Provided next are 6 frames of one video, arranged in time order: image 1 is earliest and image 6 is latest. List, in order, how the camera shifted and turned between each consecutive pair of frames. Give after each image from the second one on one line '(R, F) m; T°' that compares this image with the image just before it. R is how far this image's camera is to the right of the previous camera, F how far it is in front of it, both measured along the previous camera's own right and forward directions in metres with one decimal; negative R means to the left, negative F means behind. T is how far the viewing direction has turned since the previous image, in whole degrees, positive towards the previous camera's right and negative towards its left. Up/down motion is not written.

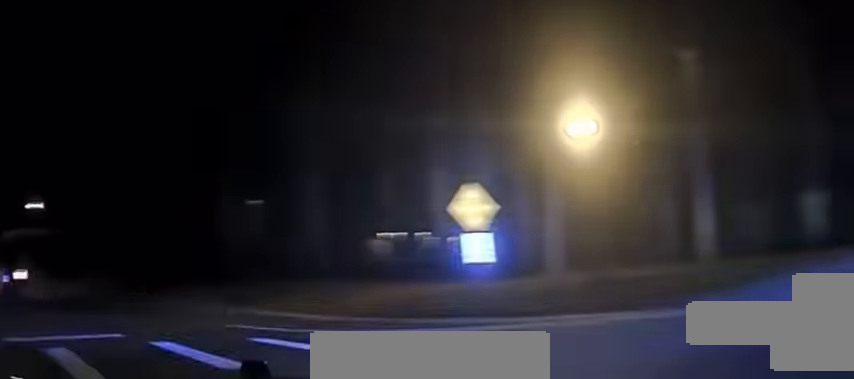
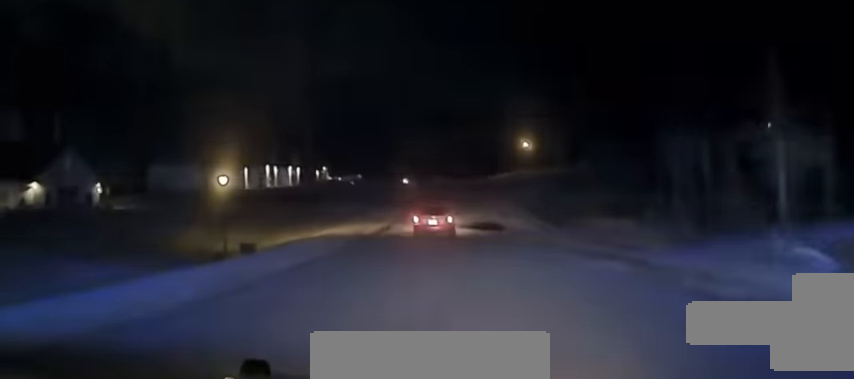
(-5.3, +13.6) m; -30°
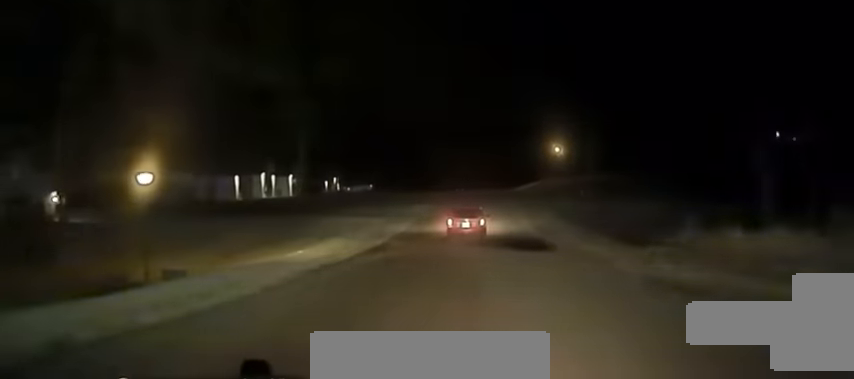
(-0.5, +12.9) m; -4°
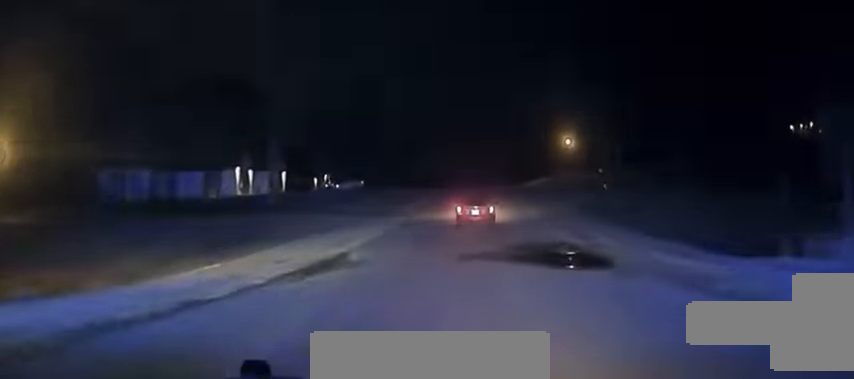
(-0.2, +10.2) m; -1°
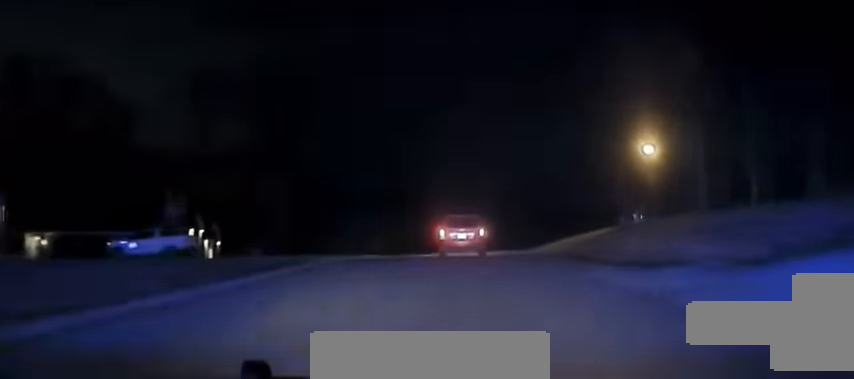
(+1.2, +57.6) m; +2°
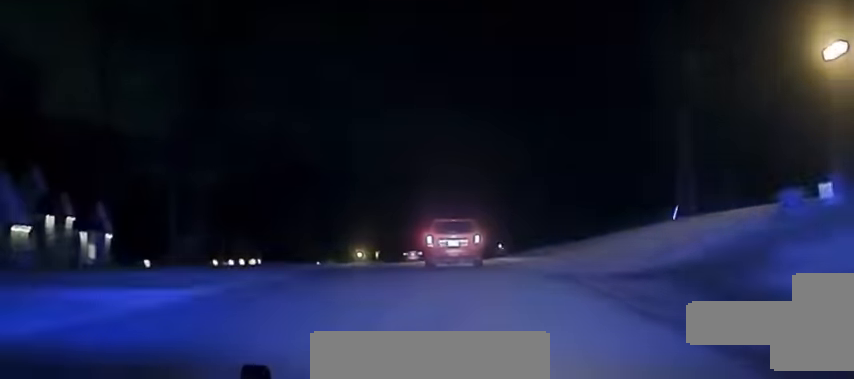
(-0.1, +26.6) m; 0°
